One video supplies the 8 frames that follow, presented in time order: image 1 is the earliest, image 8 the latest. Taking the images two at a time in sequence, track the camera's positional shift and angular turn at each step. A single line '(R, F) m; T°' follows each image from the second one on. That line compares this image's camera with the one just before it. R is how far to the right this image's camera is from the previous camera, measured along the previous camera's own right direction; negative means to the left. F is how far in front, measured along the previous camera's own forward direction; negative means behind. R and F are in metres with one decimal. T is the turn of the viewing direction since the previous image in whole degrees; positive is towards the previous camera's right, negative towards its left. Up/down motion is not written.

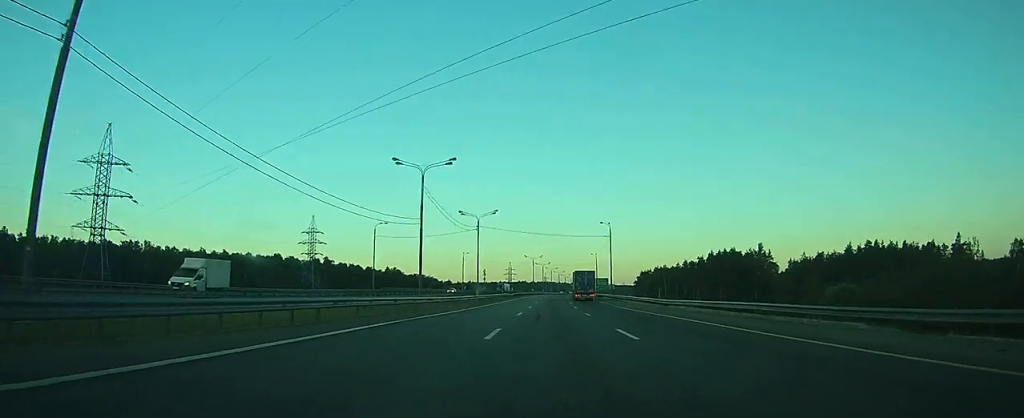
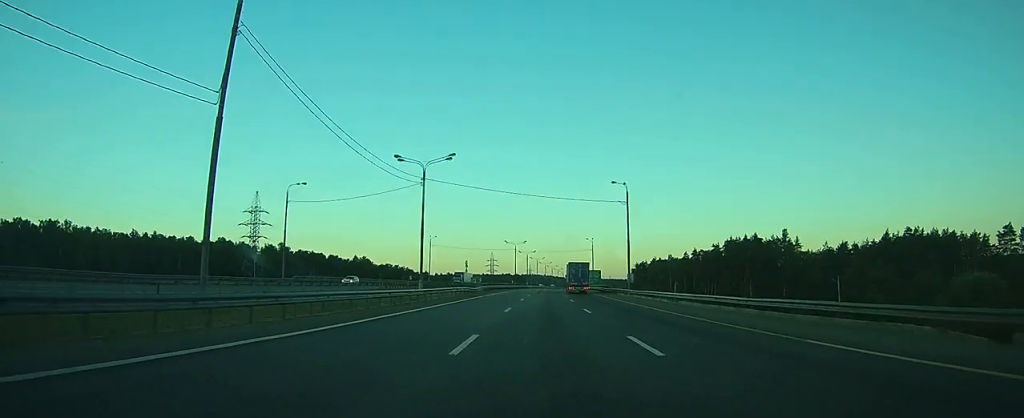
(+0.3, +35.2) m; +1°
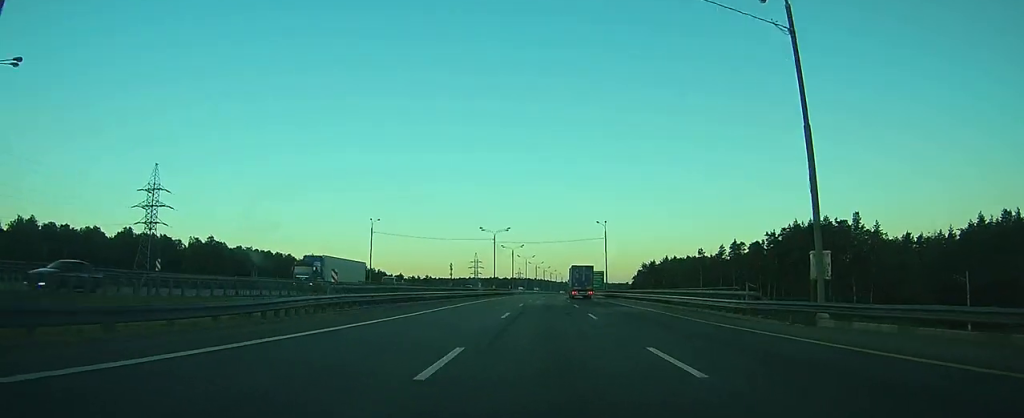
(+0.6, +49.7) m; +1°
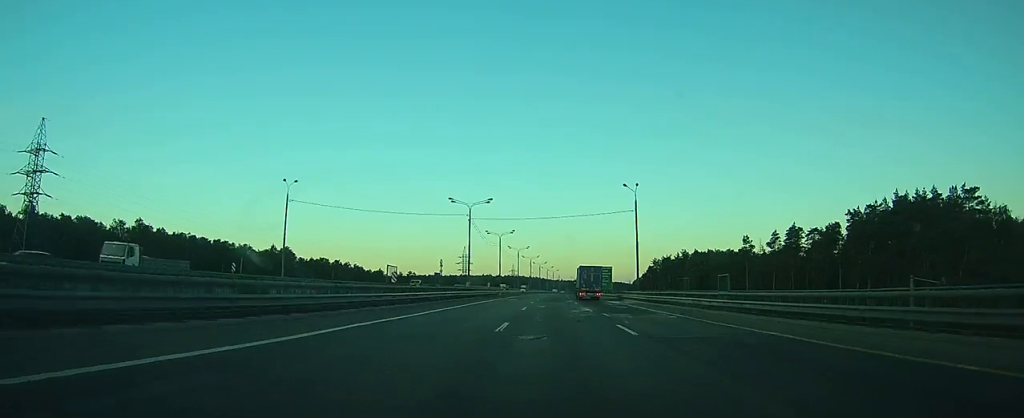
(+0.2, +38.4) m; 0°
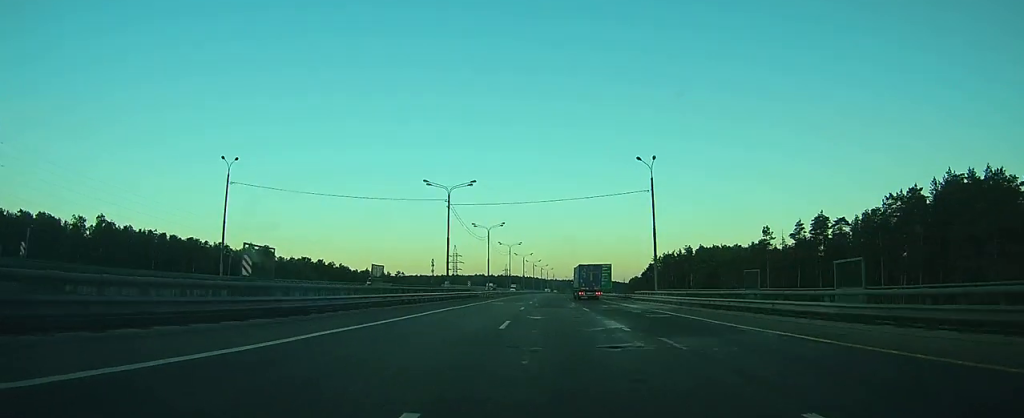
(0.0, +14.4) m; 0°
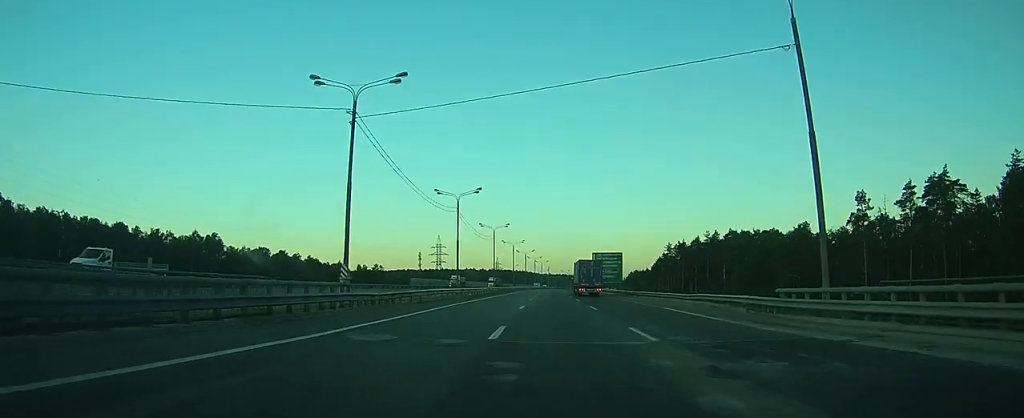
(+0.2, +35.4) m; +1°
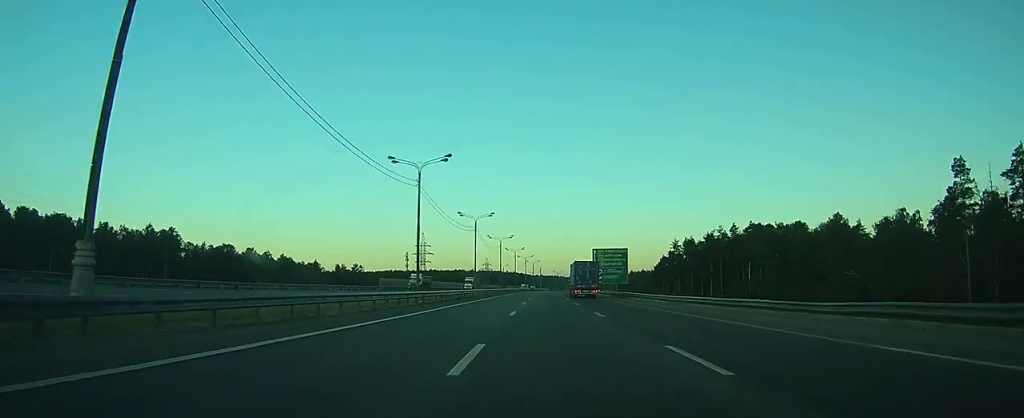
(+0.1, +21.0) m; +1°
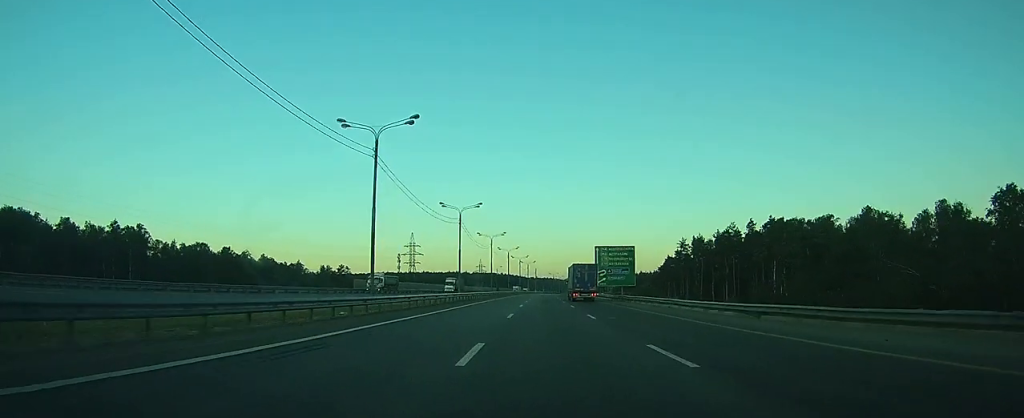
(+0.1, +14.3) m; 0°
